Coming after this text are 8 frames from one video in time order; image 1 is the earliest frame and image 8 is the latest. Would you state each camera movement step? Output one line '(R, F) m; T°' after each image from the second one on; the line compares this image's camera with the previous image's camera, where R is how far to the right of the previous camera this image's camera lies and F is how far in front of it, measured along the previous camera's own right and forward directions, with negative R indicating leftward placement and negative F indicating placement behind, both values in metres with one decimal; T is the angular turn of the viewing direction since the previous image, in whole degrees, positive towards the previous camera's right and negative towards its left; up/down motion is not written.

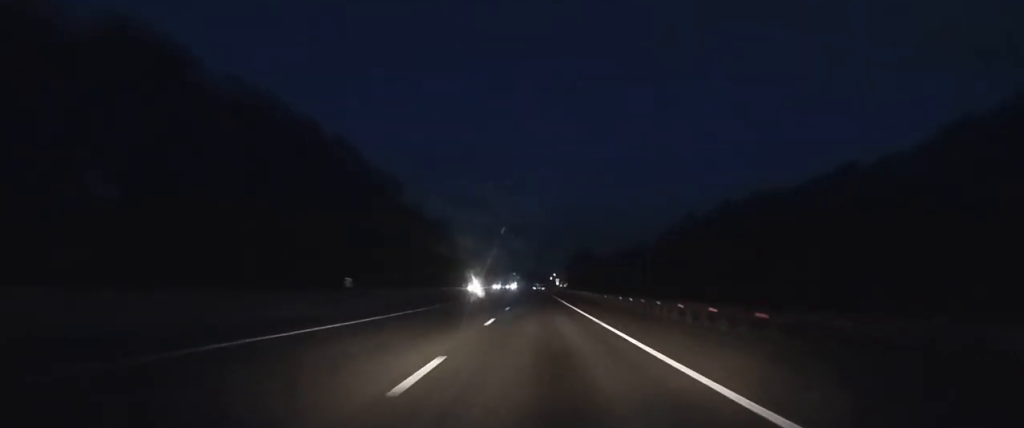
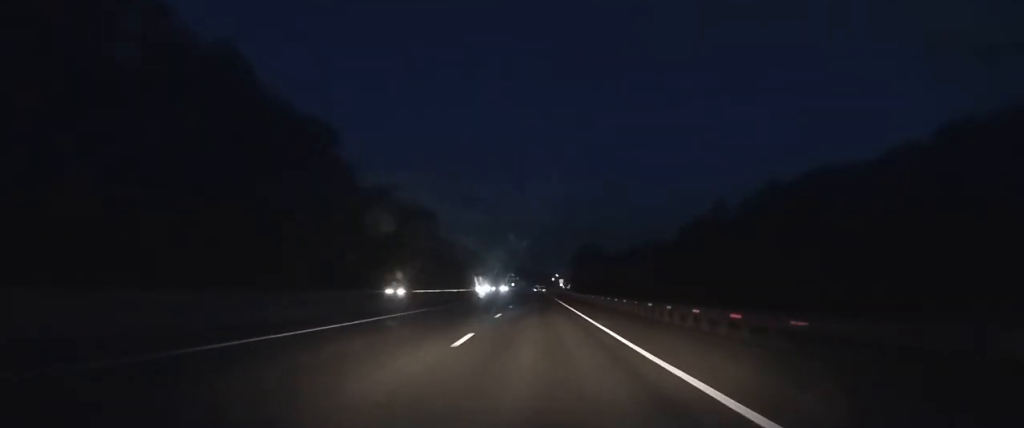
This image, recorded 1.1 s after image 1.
(+0.1, +30.1) m; 0°
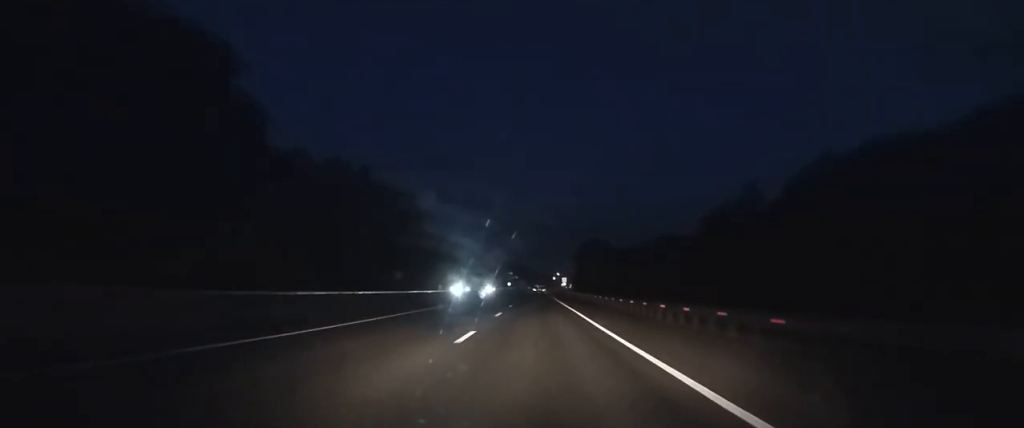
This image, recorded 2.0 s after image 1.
(0.0, +22.7) m; 0°
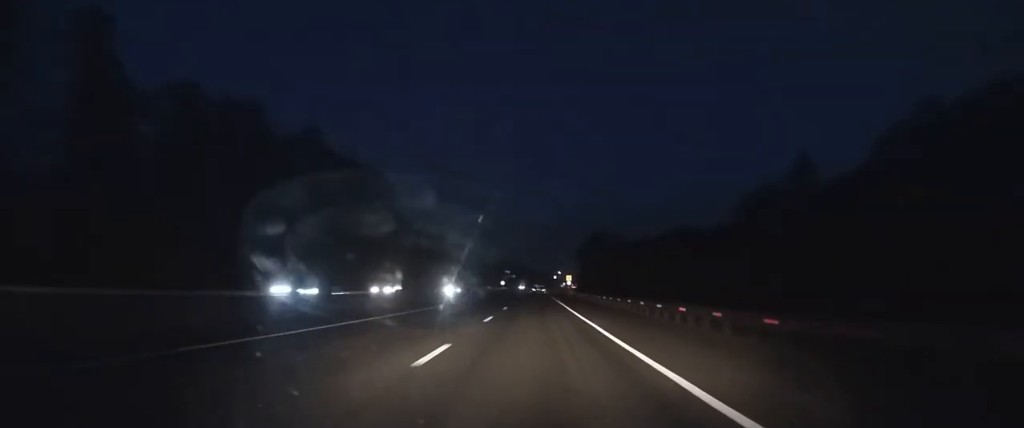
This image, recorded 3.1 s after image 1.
(0.0, +27.2) m; 0°
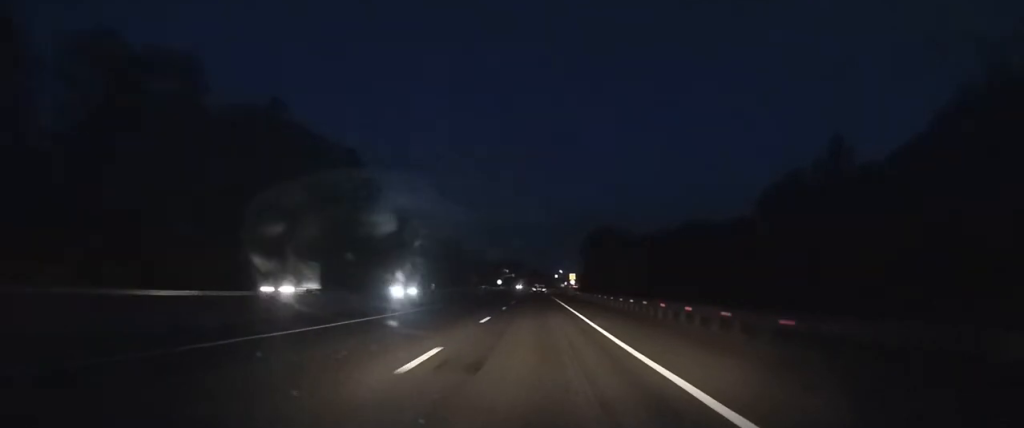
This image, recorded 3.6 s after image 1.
(0.0, +12.3) m; 0°
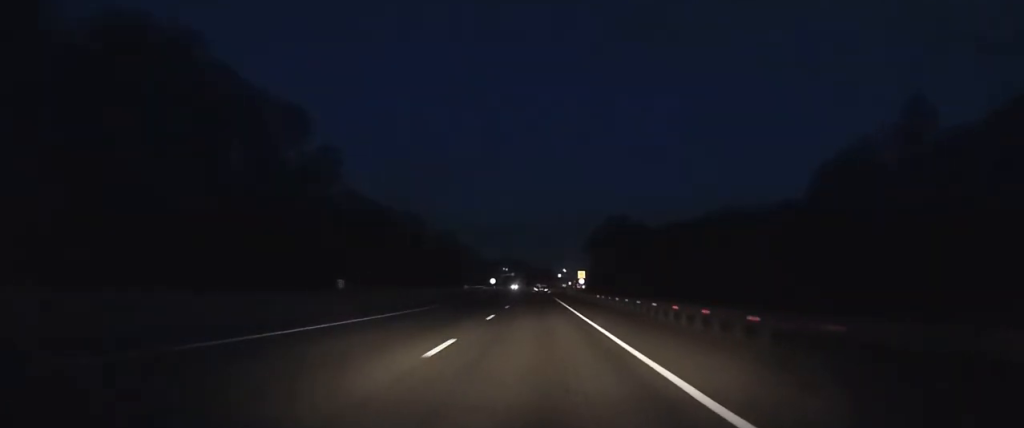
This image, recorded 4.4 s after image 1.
(0.0, +20.4) m; 0°
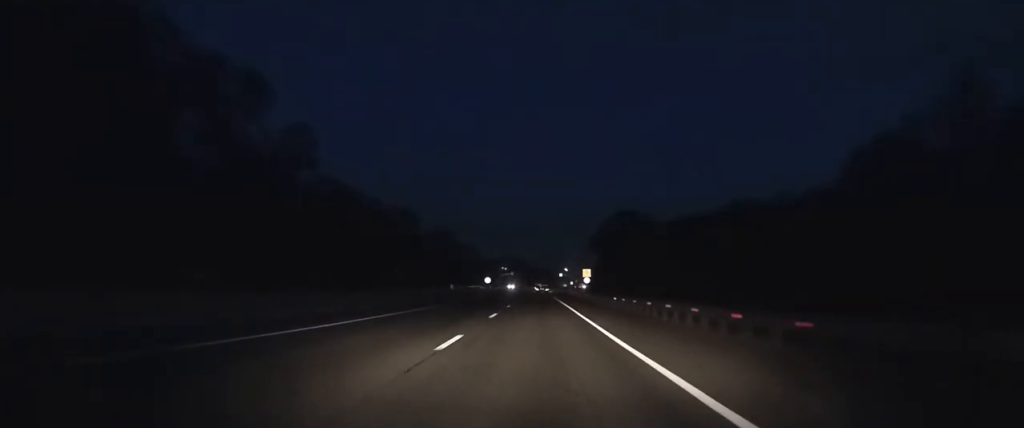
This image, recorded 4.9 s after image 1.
(0.0, +9.4) m; 0°
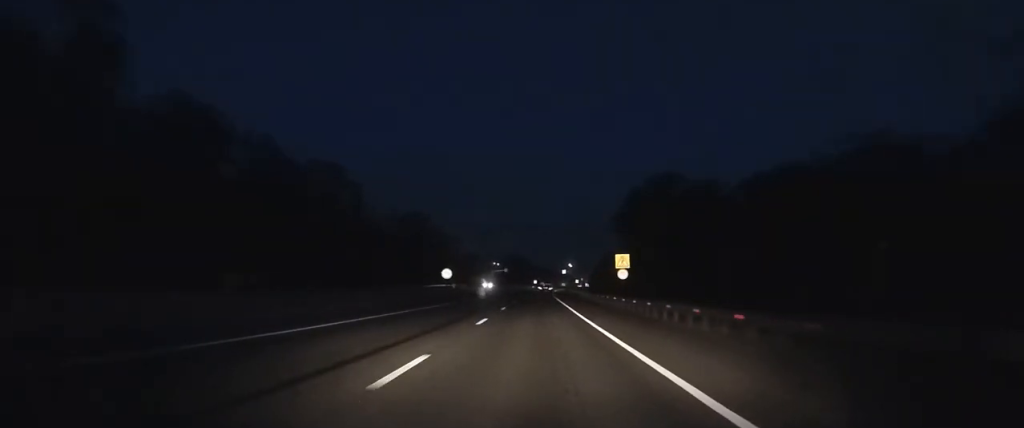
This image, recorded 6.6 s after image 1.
(0.0, +35.2) m; 0°
